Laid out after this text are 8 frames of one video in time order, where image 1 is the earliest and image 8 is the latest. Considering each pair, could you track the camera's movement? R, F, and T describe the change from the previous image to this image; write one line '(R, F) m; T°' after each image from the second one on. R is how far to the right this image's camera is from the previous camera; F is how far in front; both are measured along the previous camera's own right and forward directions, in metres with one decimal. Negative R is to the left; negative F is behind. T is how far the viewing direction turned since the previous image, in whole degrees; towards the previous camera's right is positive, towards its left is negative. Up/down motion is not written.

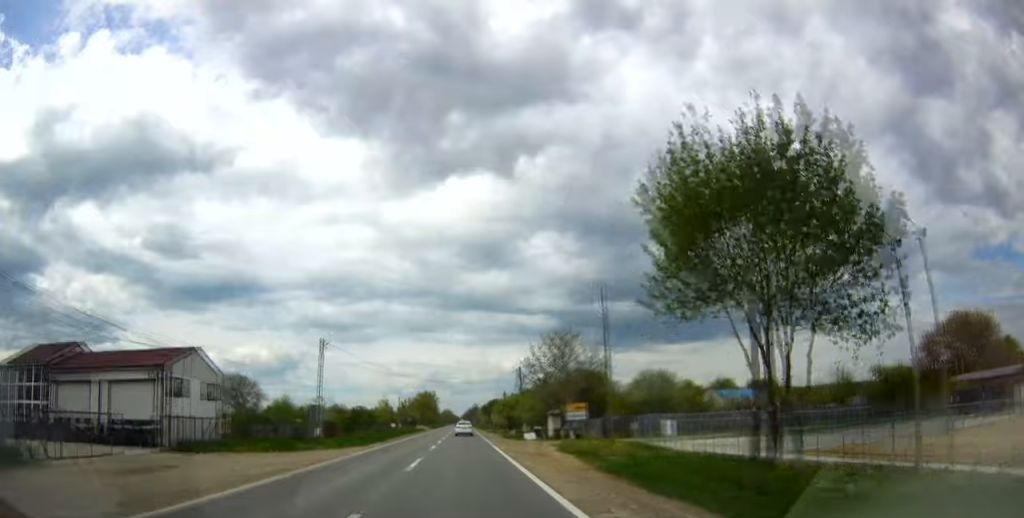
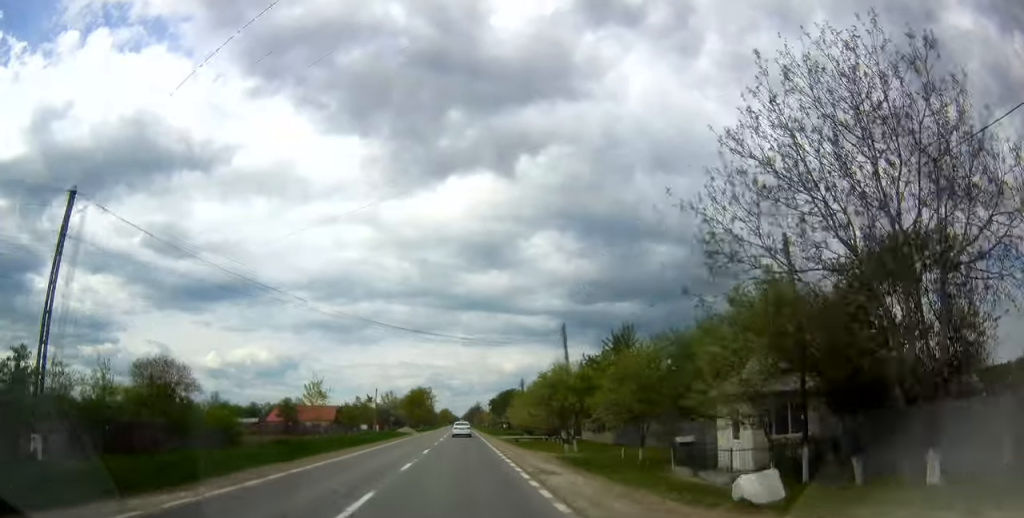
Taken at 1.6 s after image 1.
(+0.9, +40.1) m; +1°
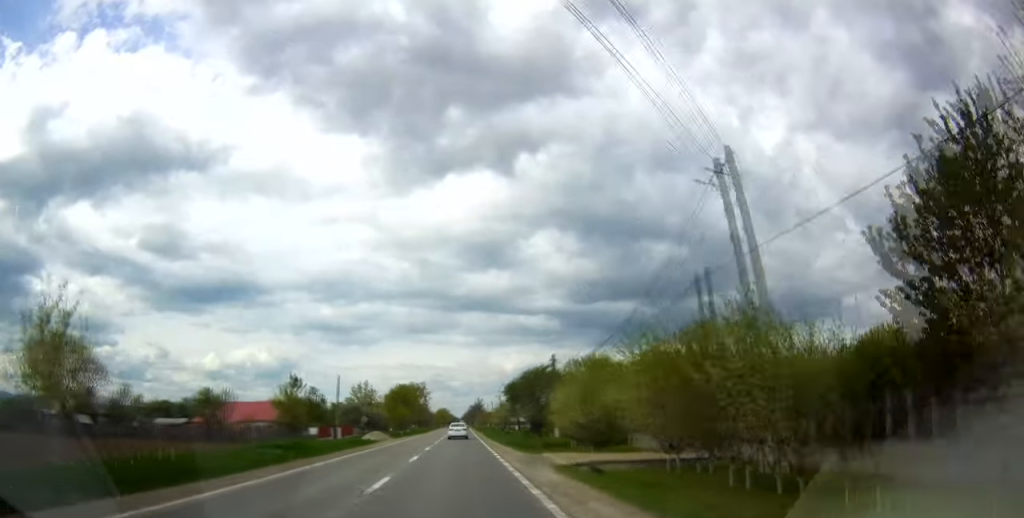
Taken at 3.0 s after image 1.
(0.0, +32.7) m; -1°
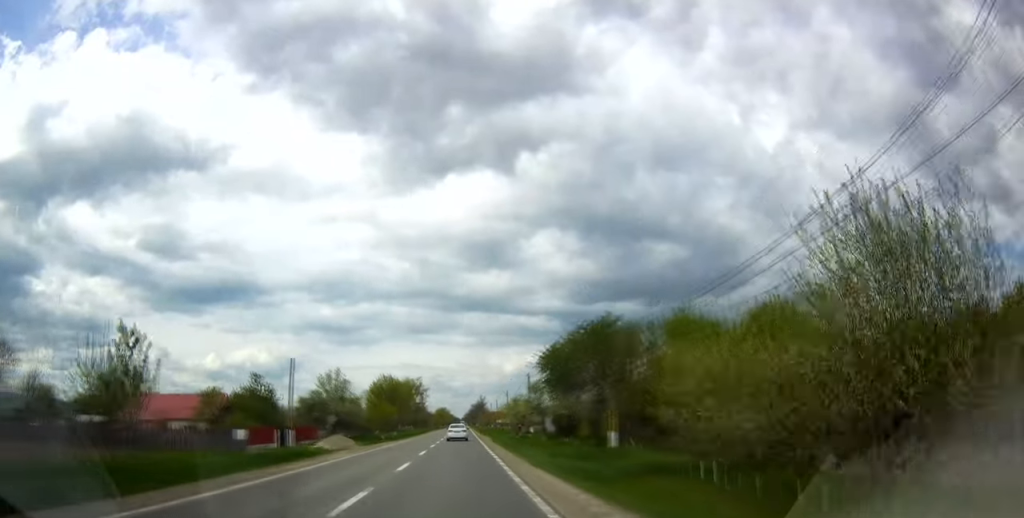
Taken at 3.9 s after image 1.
(-0.6, +21.5) m; -1°
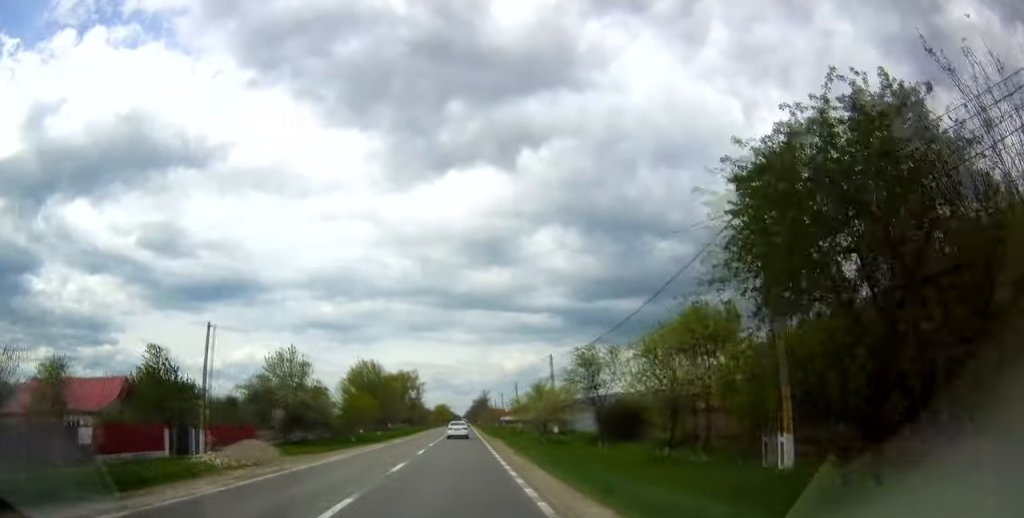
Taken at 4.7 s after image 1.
(+0.2, +19.4) m; +1°
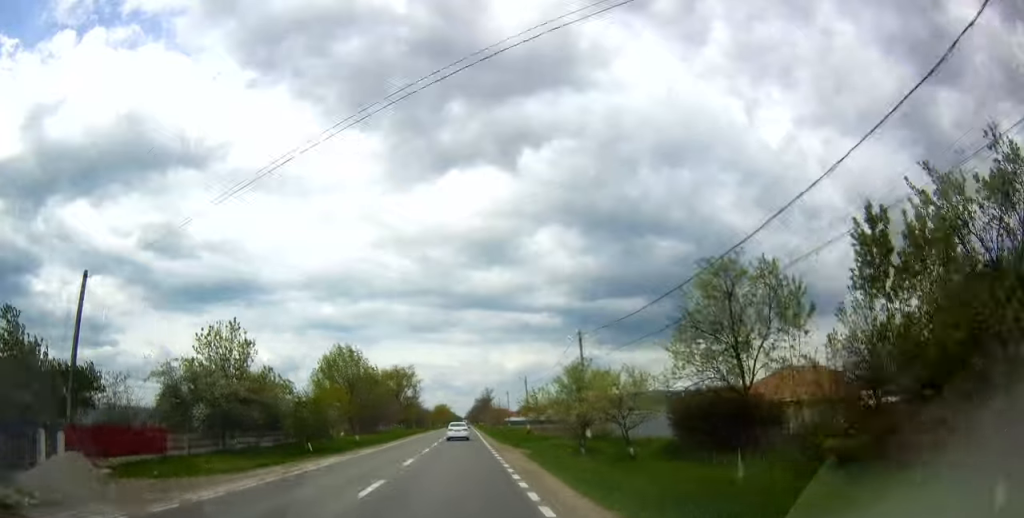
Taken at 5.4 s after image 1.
(+0.1, +14.7) m; 0°
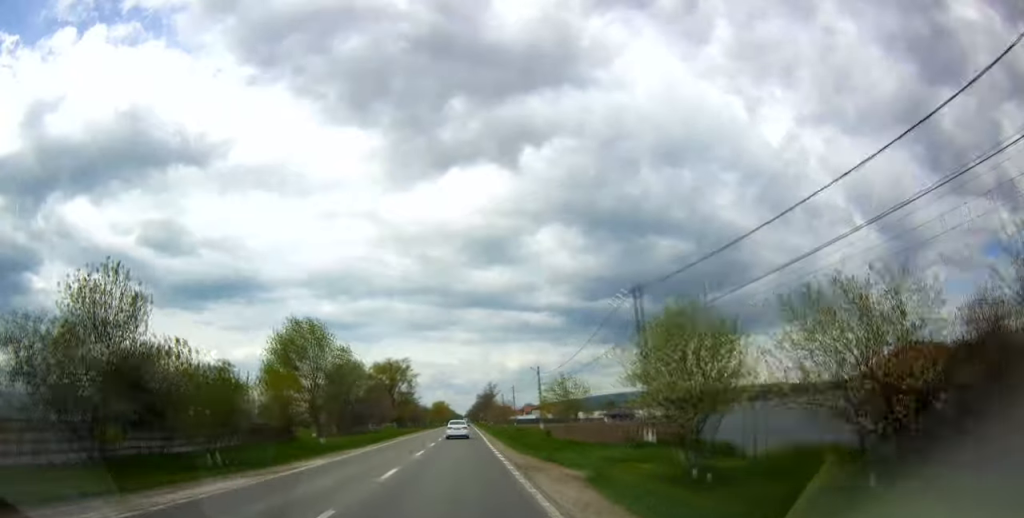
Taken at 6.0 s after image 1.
(+0.2, +14.7) m; 0°
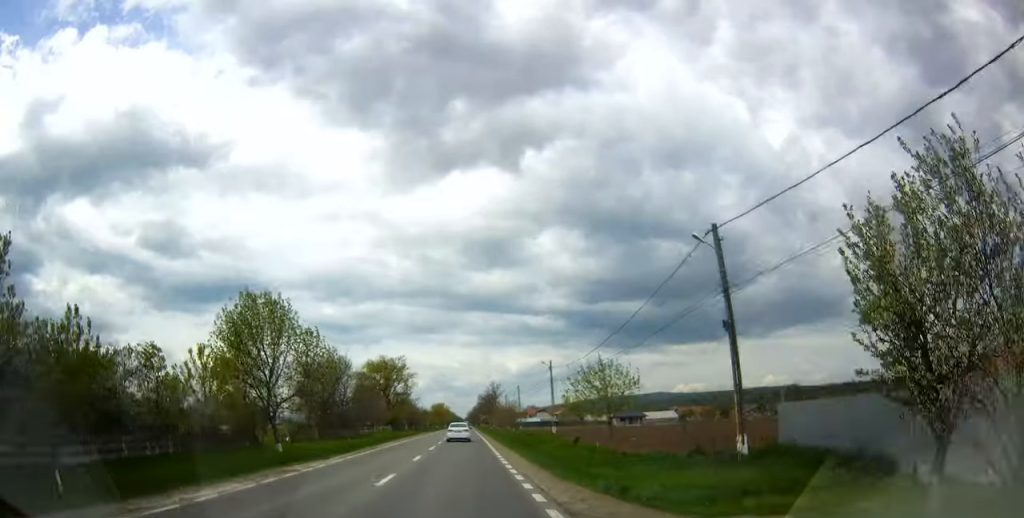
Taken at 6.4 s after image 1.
(-0.1, +10.0) m; -1°
